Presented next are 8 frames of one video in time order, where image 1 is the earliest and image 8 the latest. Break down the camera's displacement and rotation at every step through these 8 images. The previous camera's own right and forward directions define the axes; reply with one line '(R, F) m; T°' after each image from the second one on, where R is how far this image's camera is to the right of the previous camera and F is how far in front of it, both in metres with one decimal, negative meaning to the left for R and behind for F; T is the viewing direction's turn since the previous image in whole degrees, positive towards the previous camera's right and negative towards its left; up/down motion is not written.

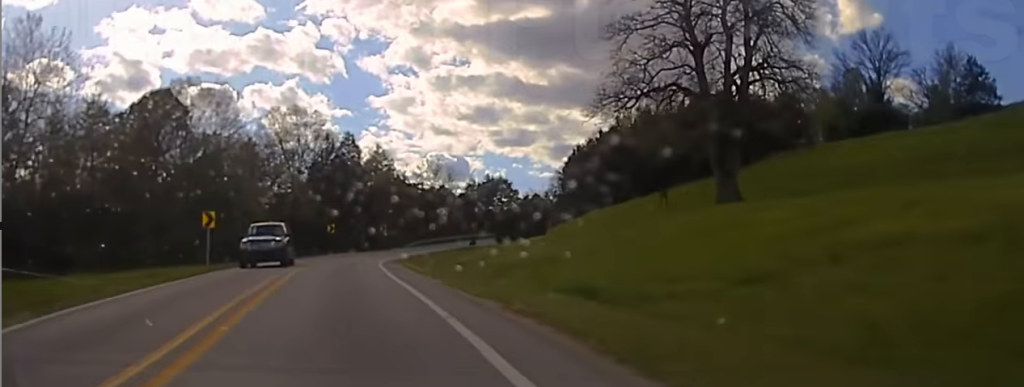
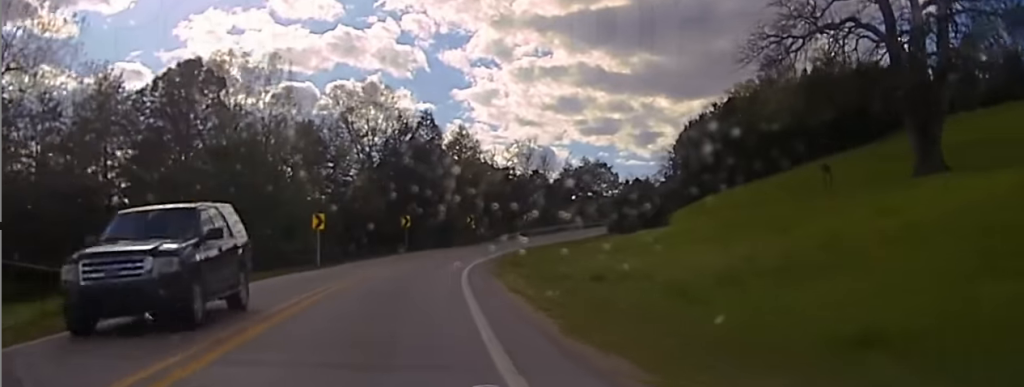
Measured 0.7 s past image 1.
(-0.6, +16.1) m; -2°
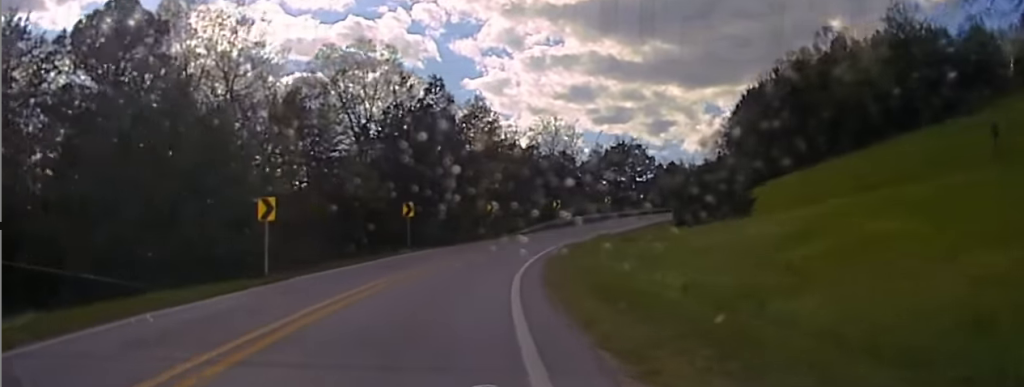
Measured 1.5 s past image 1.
(+0.2, +15.0) m; +2°
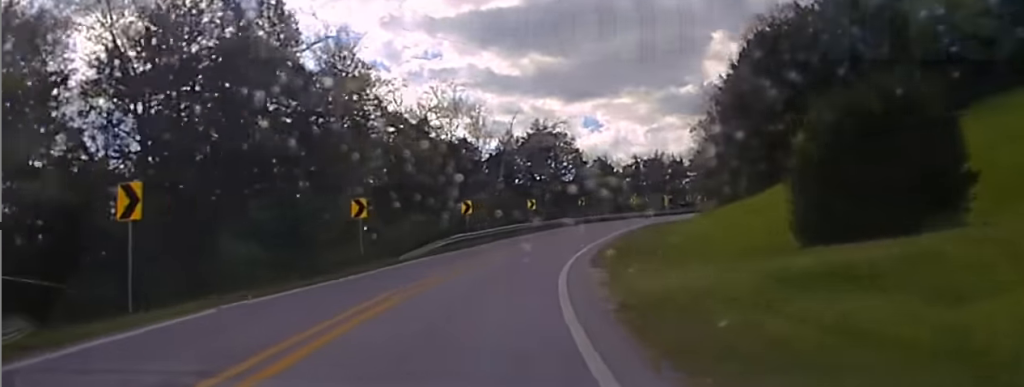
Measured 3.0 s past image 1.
(+1.9, +26.8) m; +9°
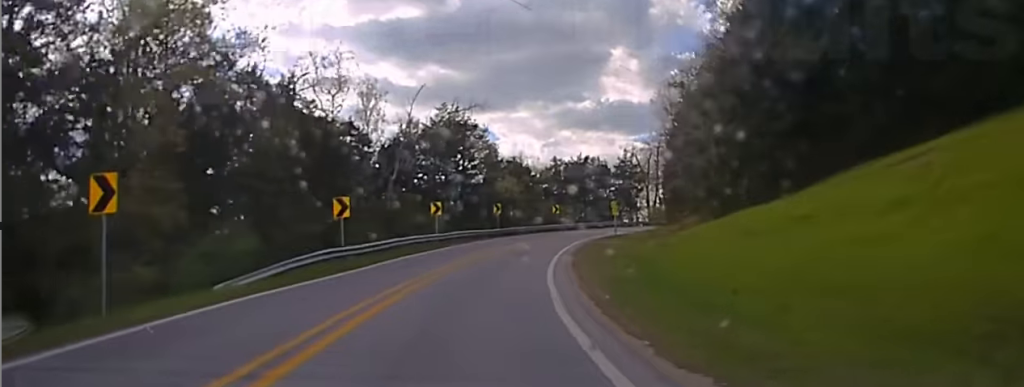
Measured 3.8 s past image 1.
(+0.8, +16.5) m; +6°
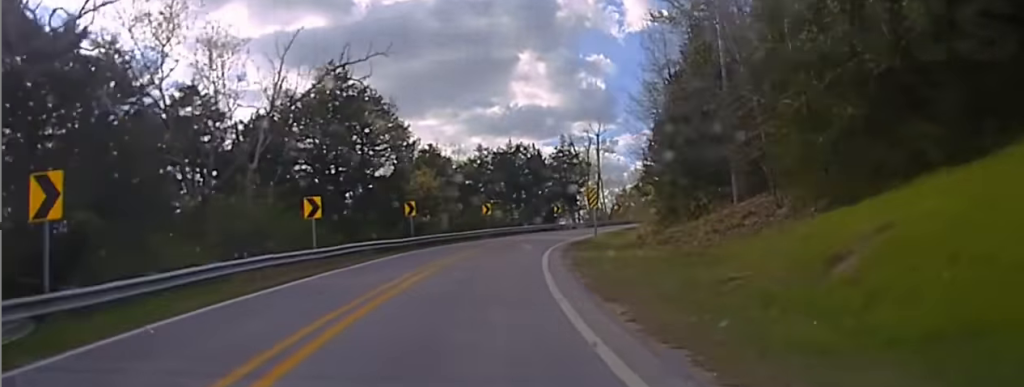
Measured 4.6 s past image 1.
(+0.8, +19.1) m; +7°
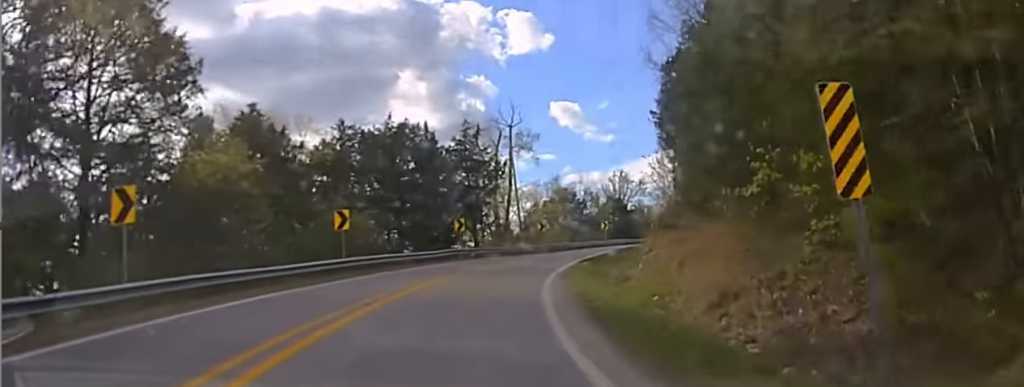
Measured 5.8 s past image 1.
(+2.8, +30.4) m; +9°
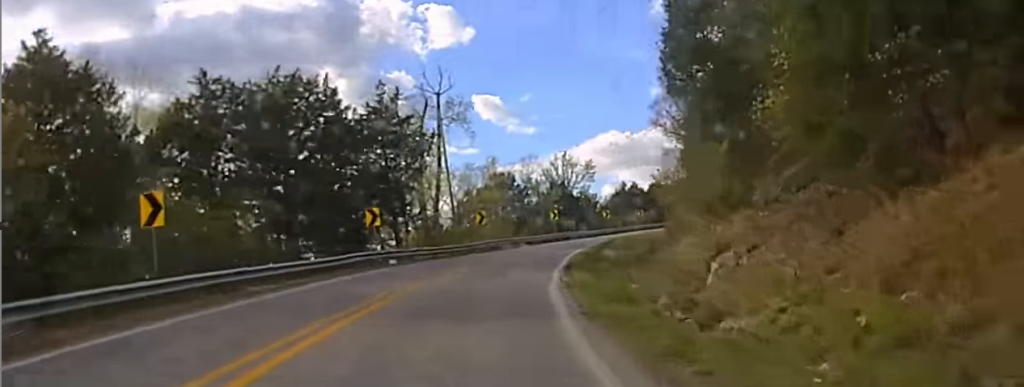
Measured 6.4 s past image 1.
(+0.6, +16.7) m; +5°
